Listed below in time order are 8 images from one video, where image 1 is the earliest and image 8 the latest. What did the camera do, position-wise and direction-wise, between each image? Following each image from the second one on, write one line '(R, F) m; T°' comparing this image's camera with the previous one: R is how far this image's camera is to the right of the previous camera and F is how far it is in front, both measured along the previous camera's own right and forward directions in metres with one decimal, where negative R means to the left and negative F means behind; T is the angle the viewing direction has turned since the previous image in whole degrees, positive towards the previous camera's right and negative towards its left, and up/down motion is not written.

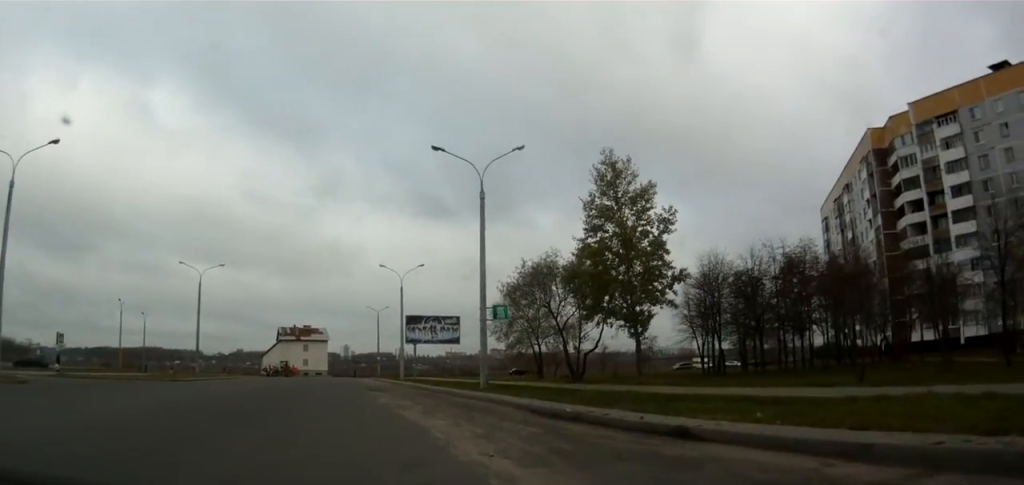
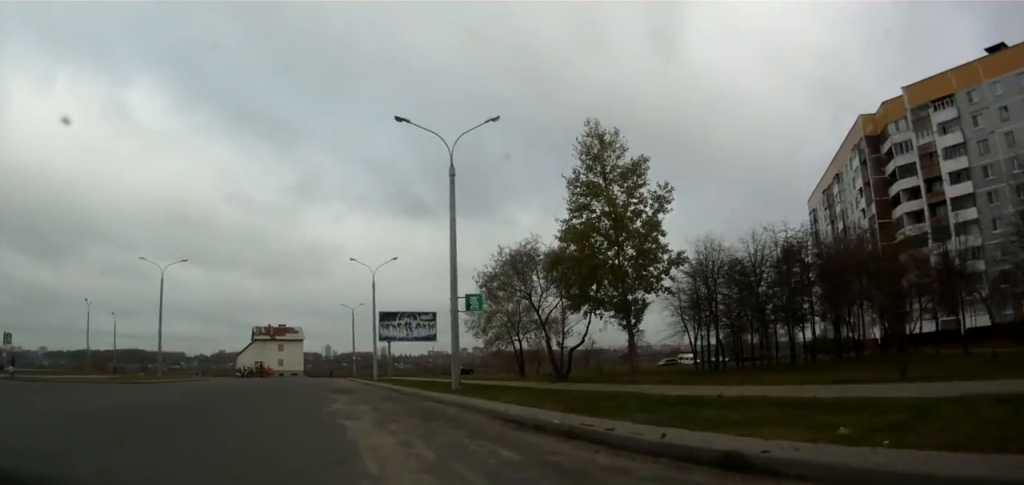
(+0.4, +3.9) m; +3°
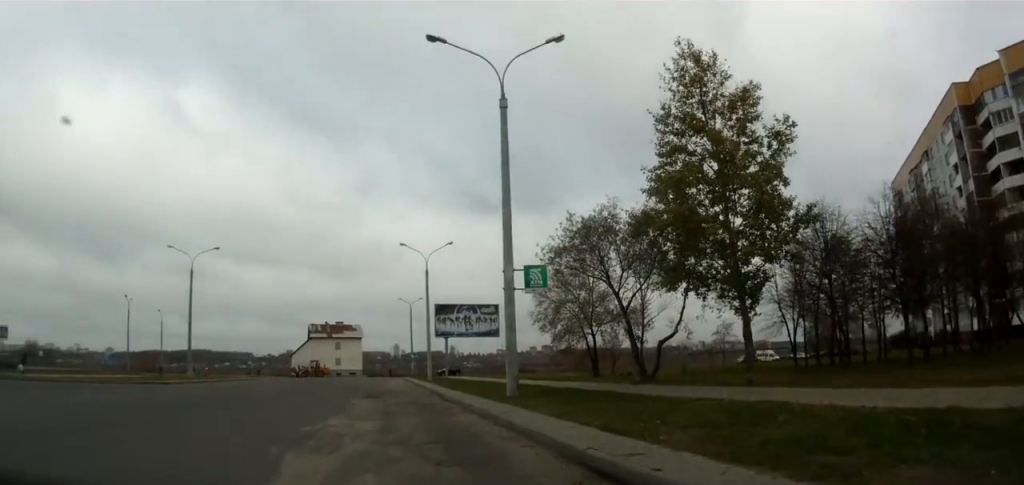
(+0.1, +8.0) m; -2°
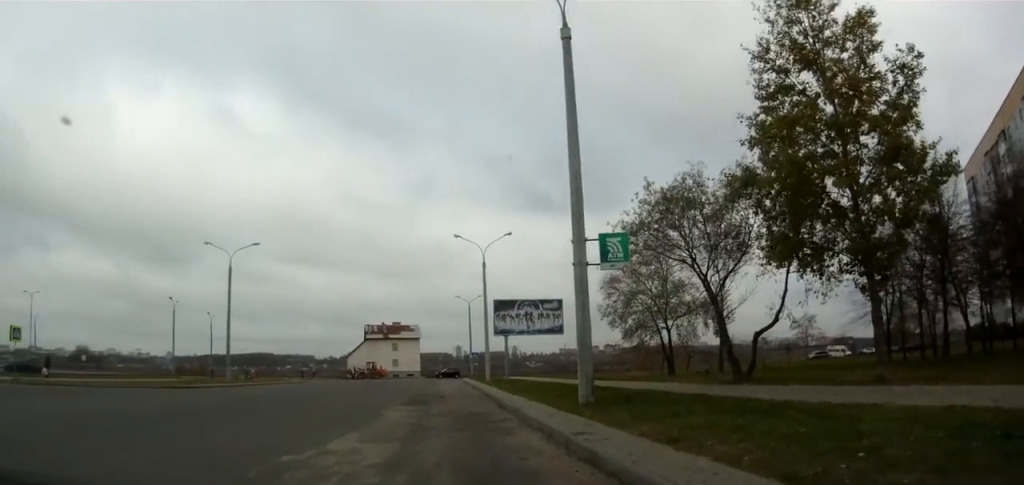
(-0.2, +5.0) m; -3°
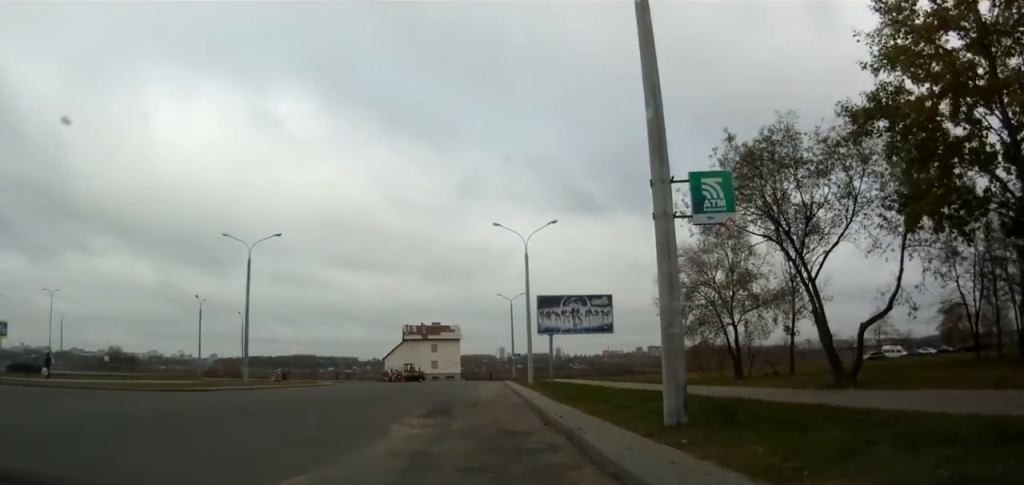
(-0.1, +5.4) m; -3°
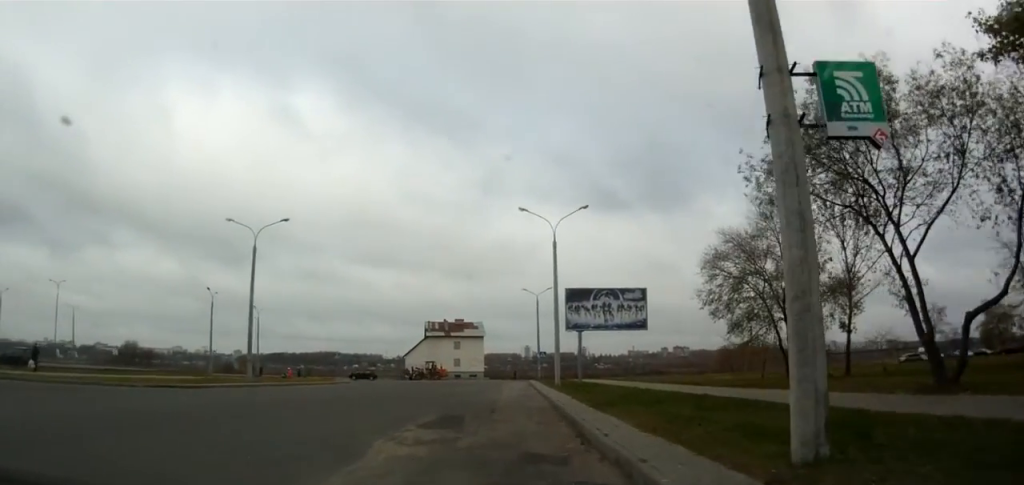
(0.0, +4.2) m; -2°
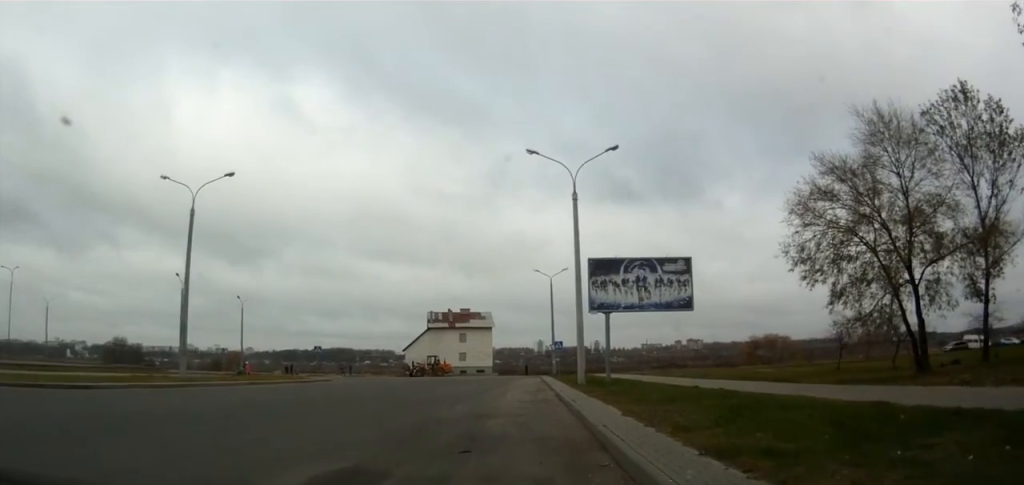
(-0.6, +11.4) m; -5°
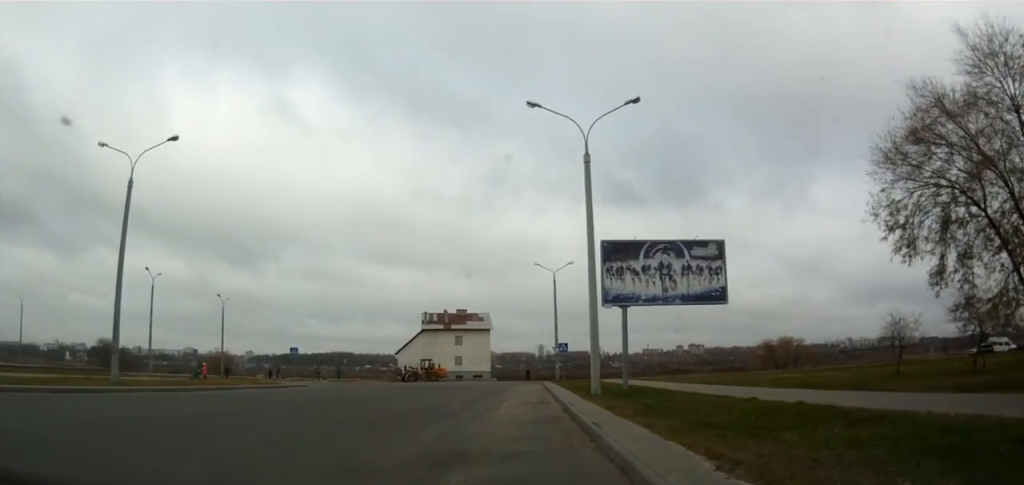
(-0.3, +6.9) m; -2°
